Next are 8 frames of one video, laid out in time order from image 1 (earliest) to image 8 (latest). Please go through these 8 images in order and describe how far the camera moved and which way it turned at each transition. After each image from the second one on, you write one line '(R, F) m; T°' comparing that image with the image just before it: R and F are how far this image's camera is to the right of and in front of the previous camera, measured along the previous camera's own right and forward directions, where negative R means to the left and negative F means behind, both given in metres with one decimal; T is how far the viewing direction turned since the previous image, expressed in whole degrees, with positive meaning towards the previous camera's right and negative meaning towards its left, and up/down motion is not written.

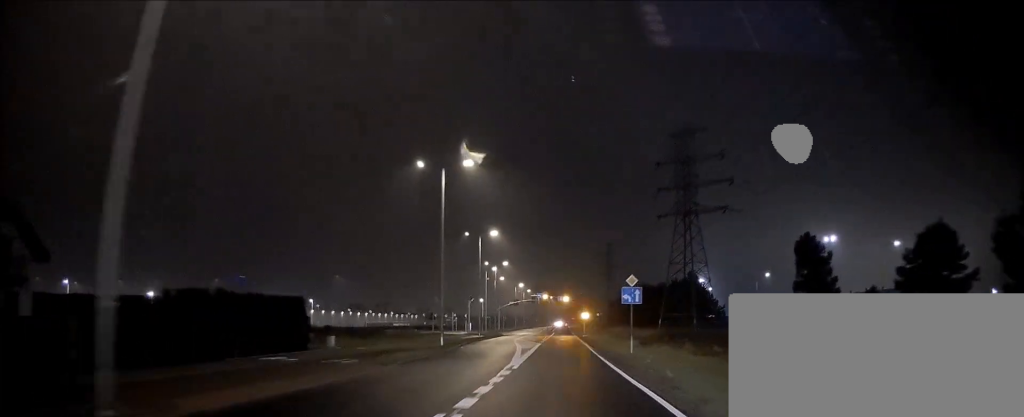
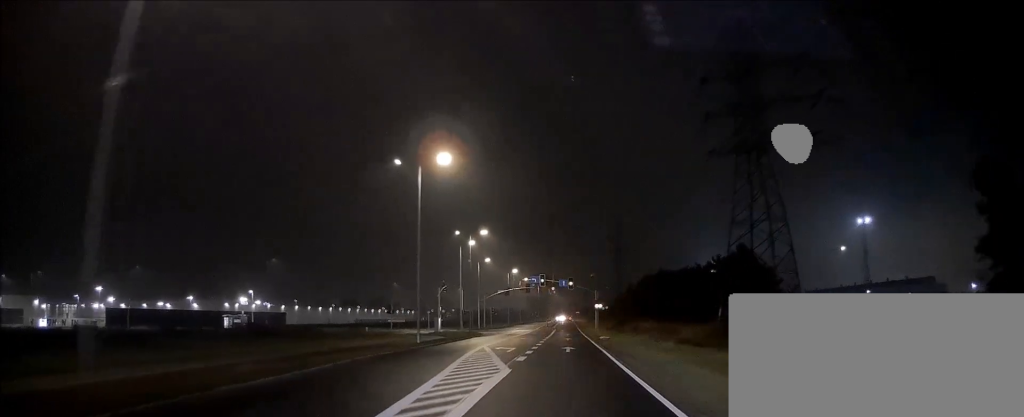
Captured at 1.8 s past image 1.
(+0.1, +26.5) m; 0°
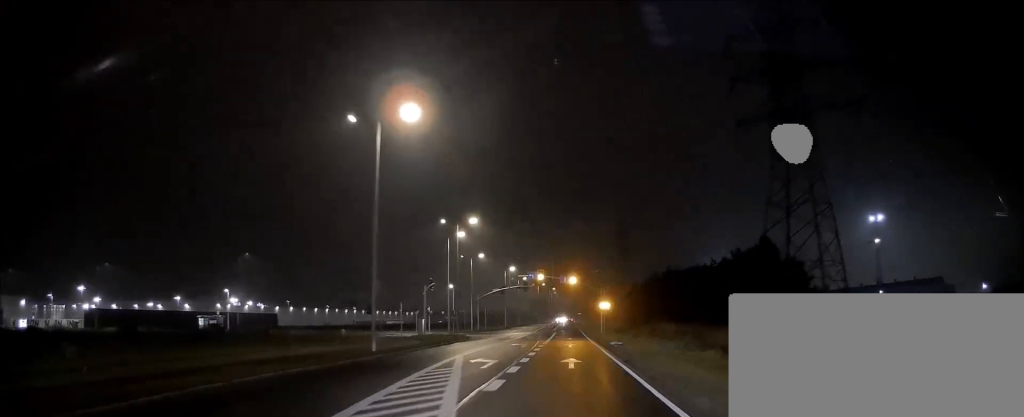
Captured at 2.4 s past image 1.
(0.0, +8.2) m; 0°
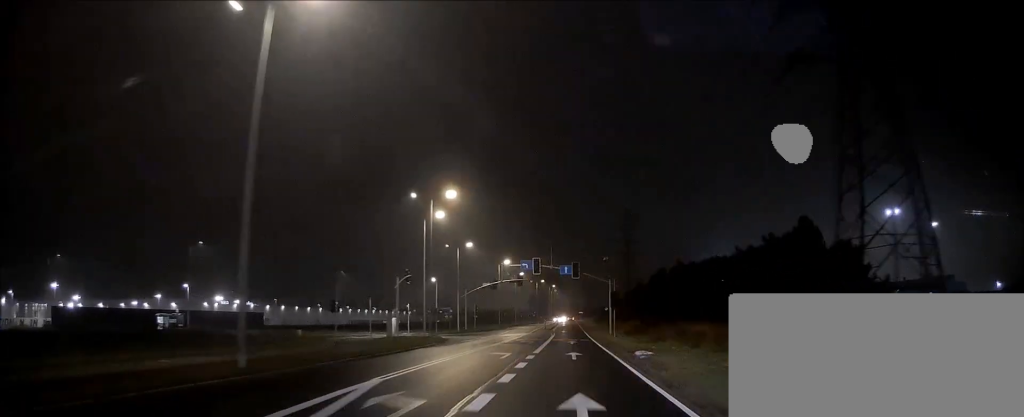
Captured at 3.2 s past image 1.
(0.0, +11.0) m; 0°
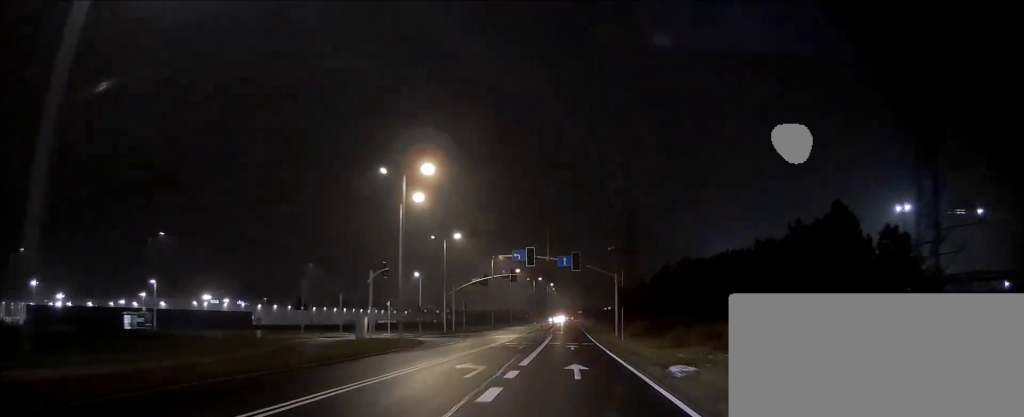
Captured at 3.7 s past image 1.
(0.0, +7.2) m; 0°
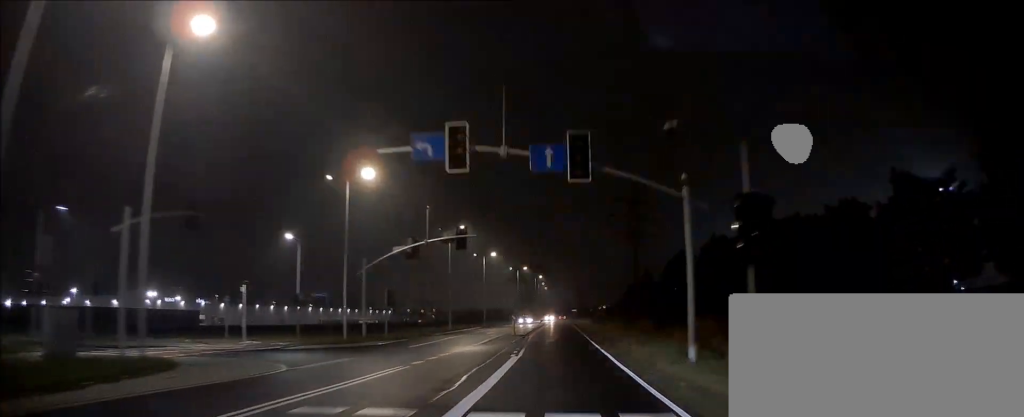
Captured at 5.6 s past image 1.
(0.0, +27.9) m; 0°
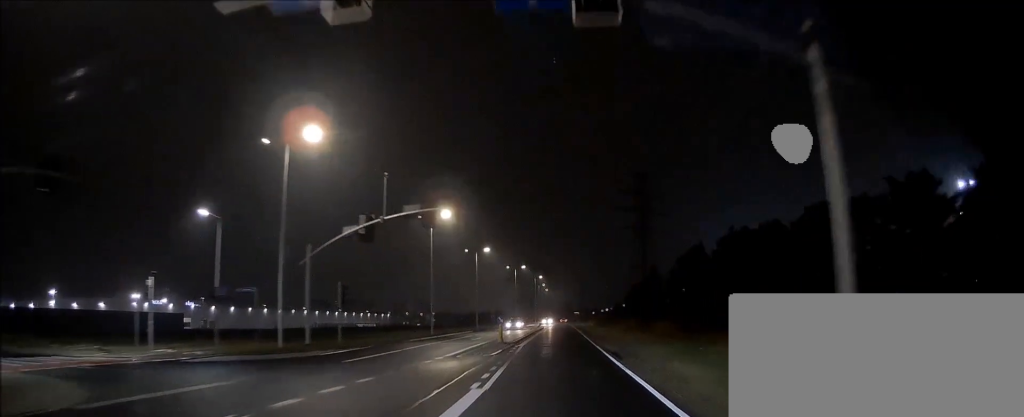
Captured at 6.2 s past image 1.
(0.0, +9.1) m; 0°
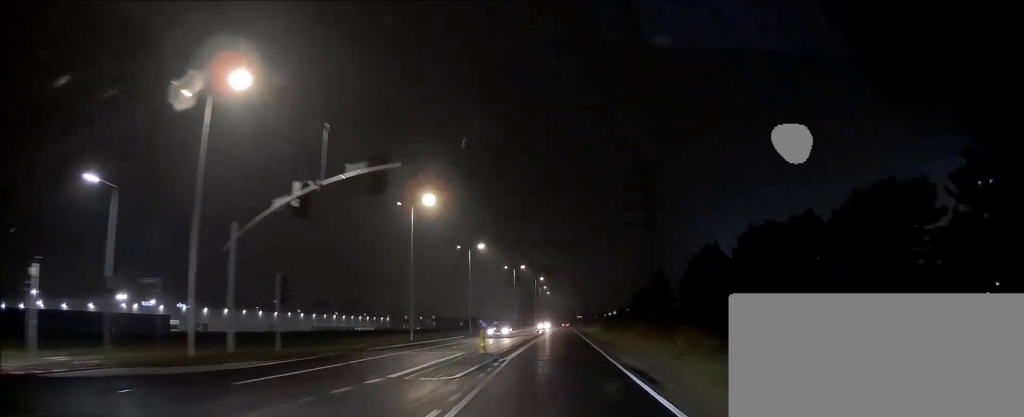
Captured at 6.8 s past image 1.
(0.0, +7.7) m; 0°
